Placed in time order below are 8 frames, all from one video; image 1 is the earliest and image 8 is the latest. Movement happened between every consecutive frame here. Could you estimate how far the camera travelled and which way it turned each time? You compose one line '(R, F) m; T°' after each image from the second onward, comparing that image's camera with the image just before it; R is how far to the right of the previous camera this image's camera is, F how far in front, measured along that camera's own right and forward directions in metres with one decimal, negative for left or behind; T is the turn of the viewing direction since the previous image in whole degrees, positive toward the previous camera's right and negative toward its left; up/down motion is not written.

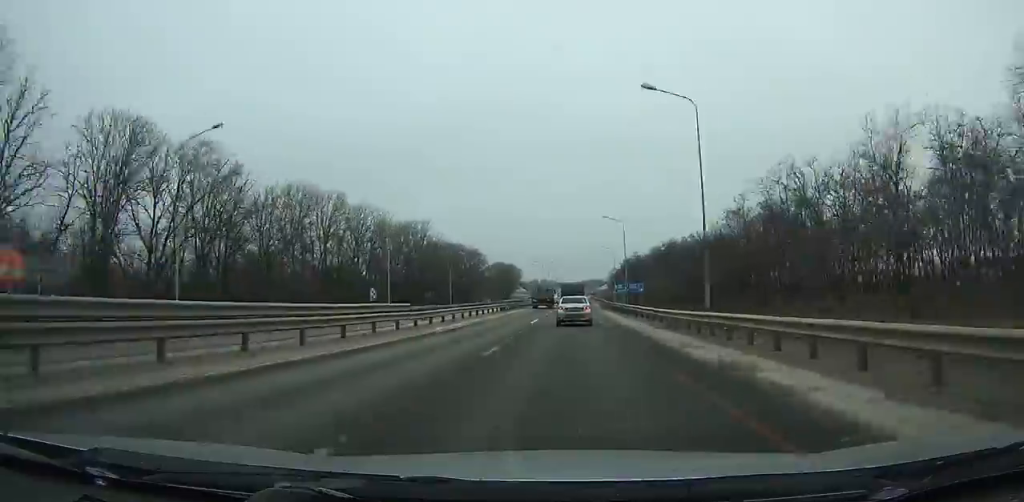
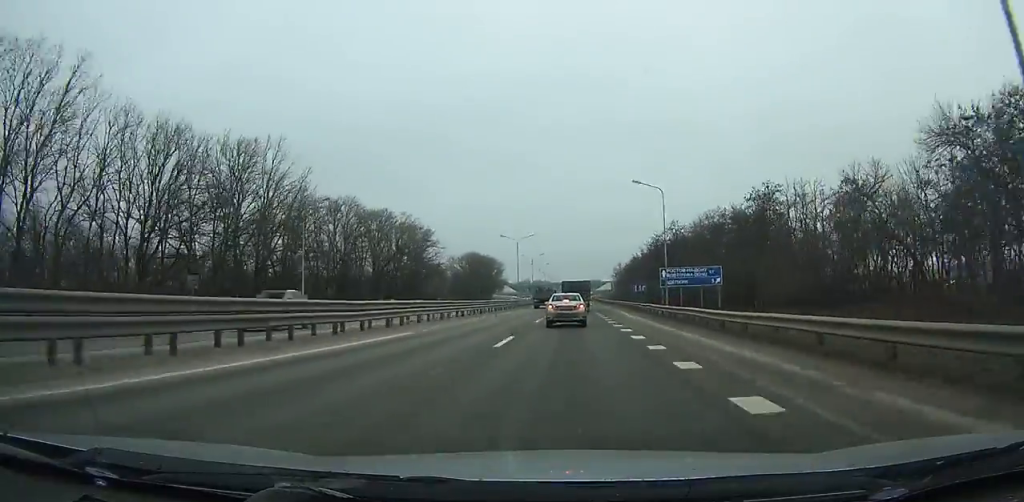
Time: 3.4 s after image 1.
(+0.2, +63.4) m; 0°
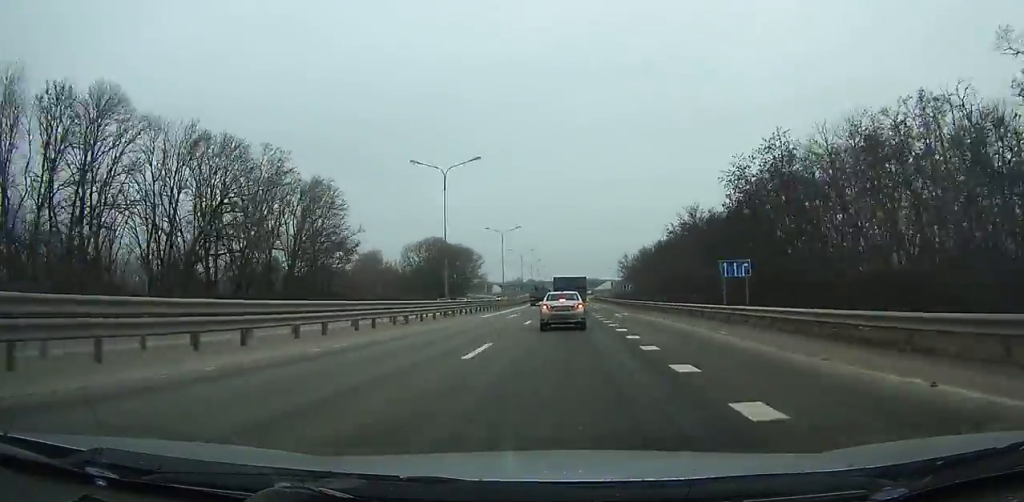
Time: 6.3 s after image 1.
(0.0, +50.8) m; 0°
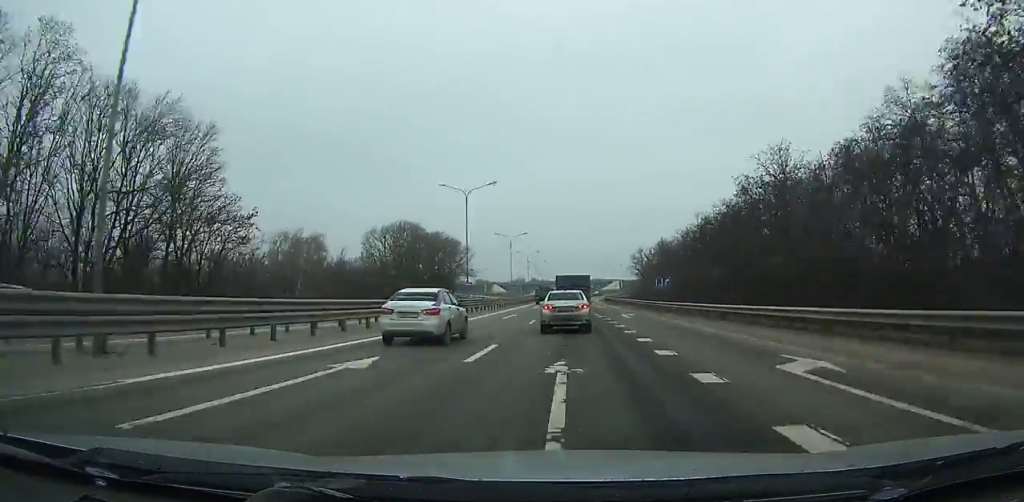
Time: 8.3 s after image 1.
(0.0, +33.0) m; 0°
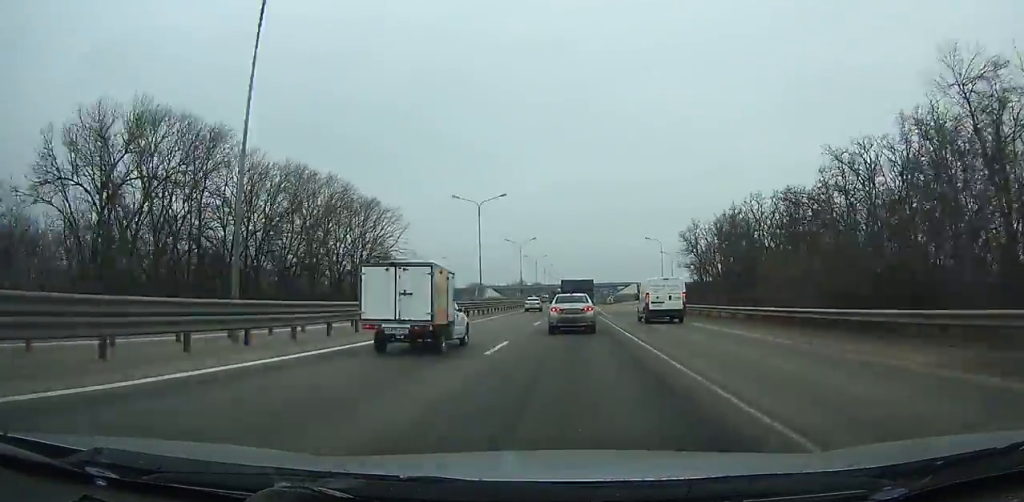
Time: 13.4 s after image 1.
(-0.5, +81.5) m; 0°
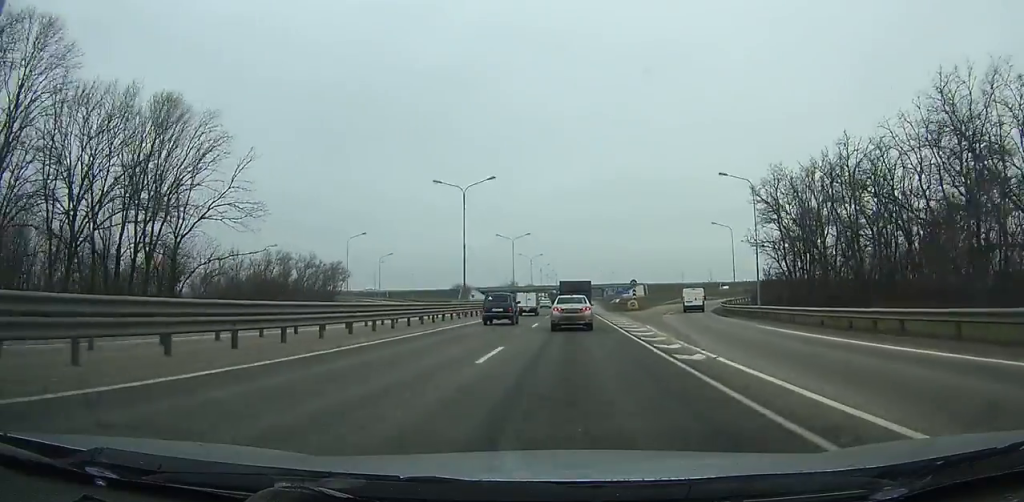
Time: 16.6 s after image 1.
(+0.1, +50.5) m; 0°
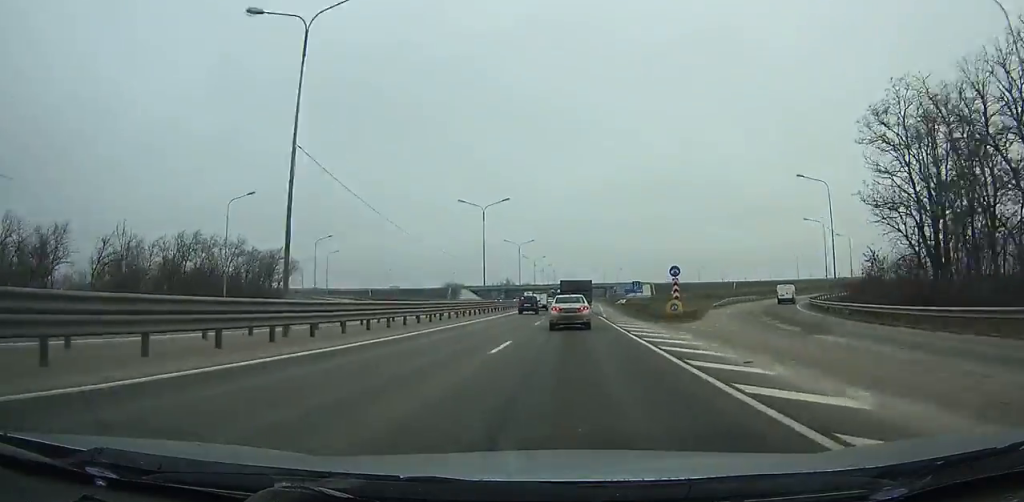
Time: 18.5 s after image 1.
(+0.1, +30.0) m; 0°
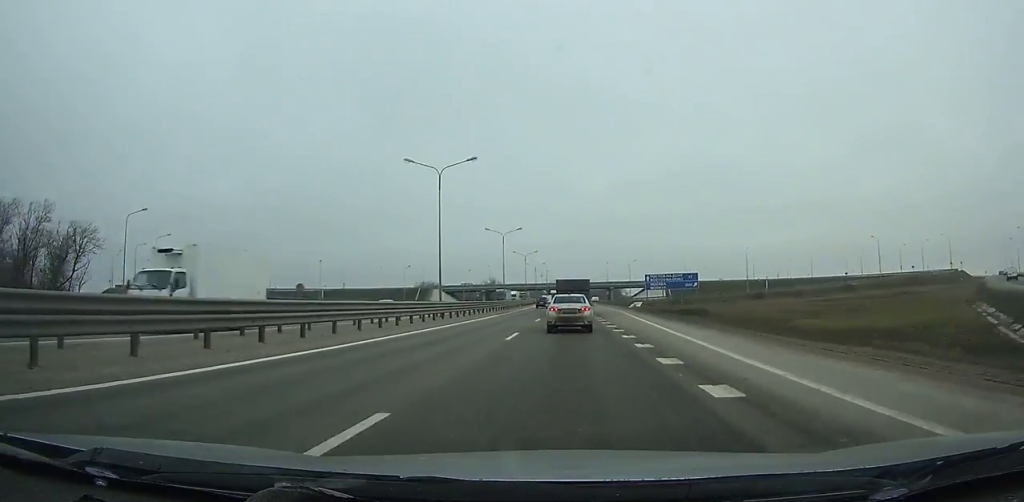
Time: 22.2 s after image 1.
(+0.1, +57.8) m; 0°
